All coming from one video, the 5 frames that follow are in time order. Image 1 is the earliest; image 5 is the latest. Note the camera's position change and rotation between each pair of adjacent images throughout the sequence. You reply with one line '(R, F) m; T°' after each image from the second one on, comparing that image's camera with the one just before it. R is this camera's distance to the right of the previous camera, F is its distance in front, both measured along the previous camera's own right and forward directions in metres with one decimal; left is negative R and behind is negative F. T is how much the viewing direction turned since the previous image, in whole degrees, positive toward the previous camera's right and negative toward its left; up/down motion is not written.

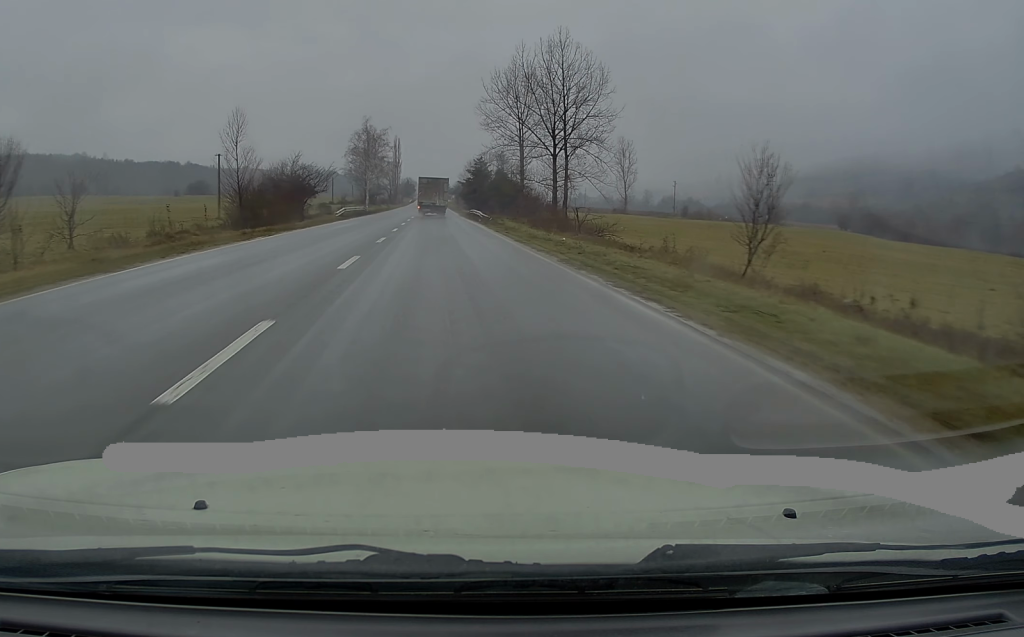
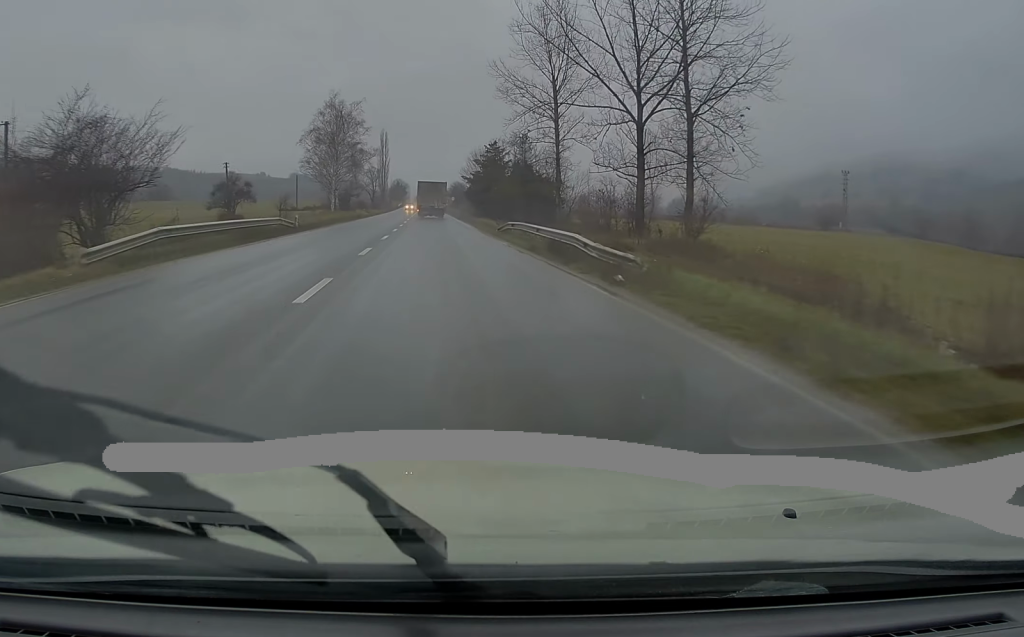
(+0.5, +39.6) m; +1°
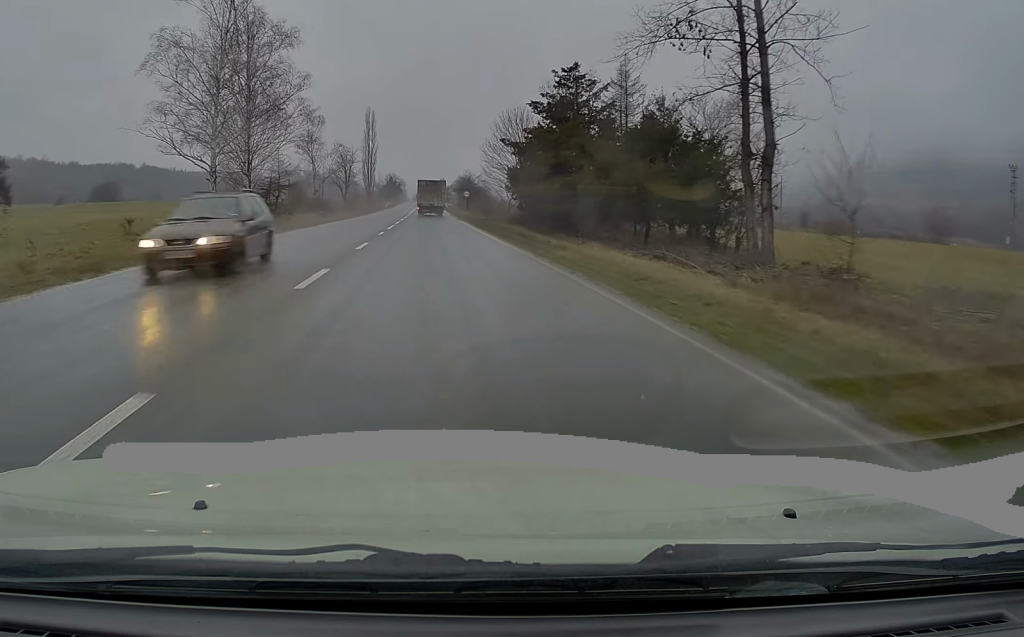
(-0.2, +51.8) m; 0°
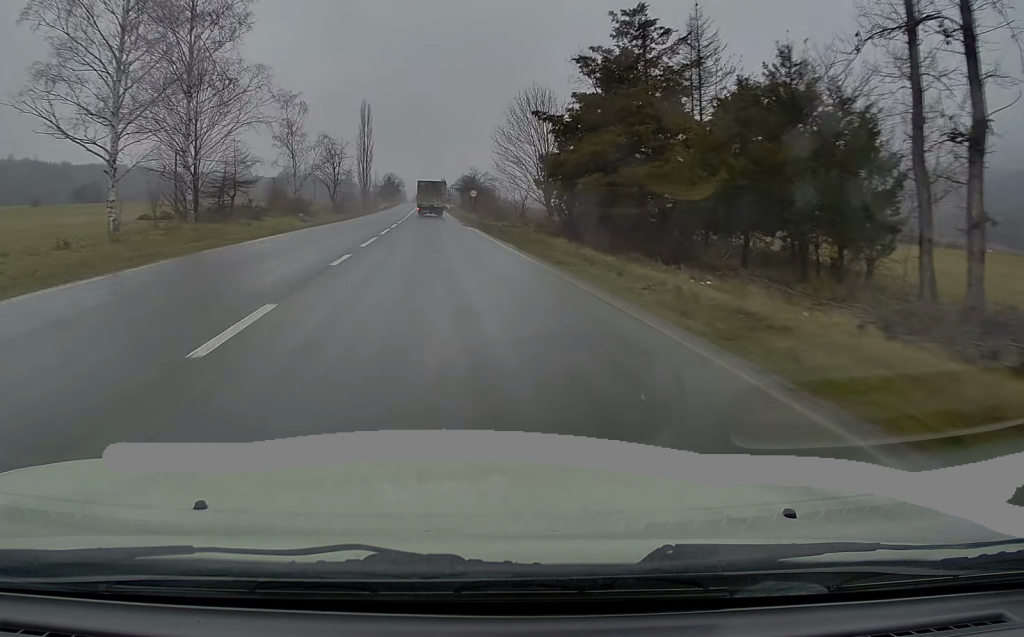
(-0.2, +13.4) m; 0°
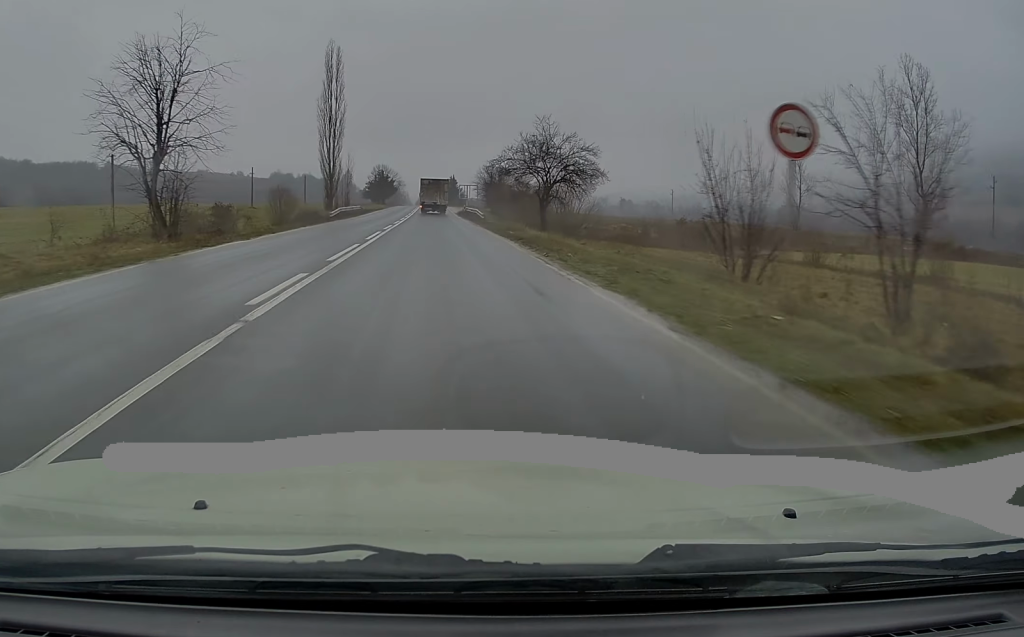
(+0.3, +64.0) m; 0°
